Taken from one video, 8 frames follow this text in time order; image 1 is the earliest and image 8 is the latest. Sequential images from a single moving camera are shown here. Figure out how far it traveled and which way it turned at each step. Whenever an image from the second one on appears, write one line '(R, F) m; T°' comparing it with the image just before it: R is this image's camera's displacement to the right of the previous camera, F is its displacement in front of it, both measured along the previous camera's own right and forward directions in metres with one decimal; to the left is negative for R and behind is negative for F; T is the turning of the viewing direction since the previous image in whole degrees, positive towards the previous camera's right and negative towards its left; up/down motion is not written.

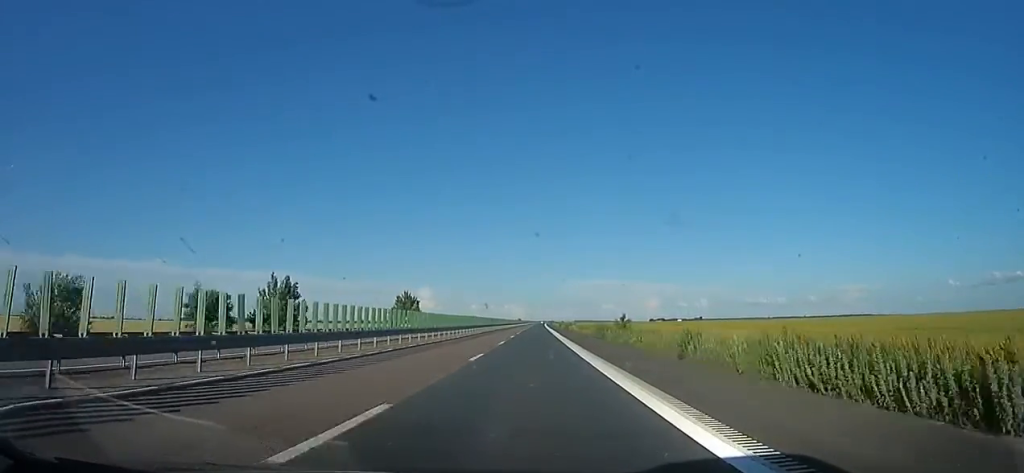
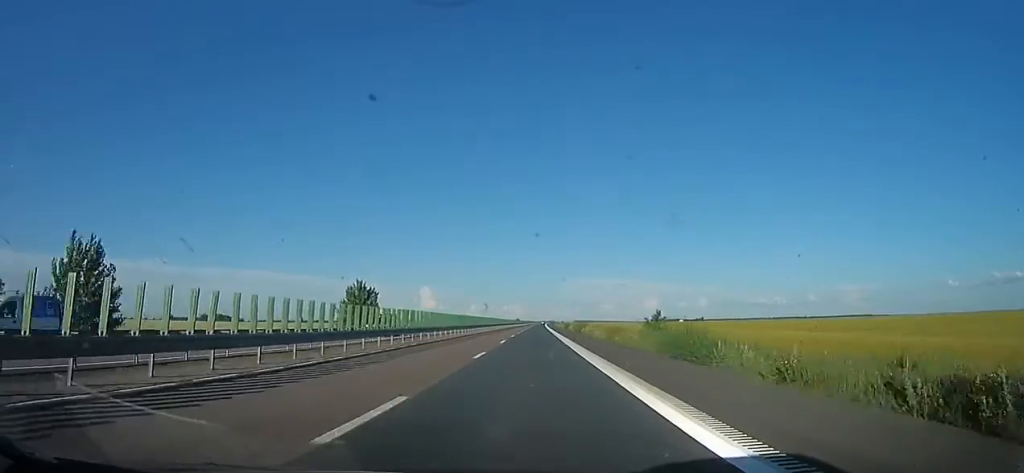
(0.0, +23.6) m; 0°
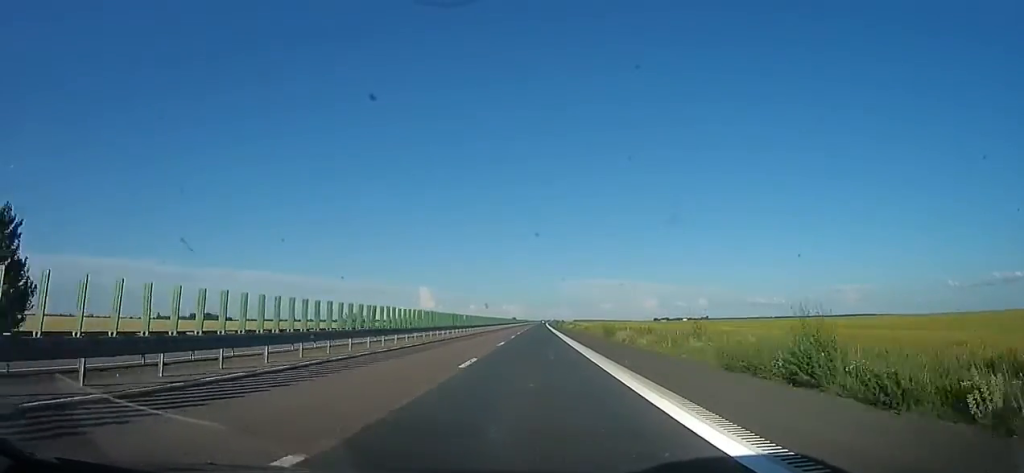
(-1.6, +51.8) m; -2°
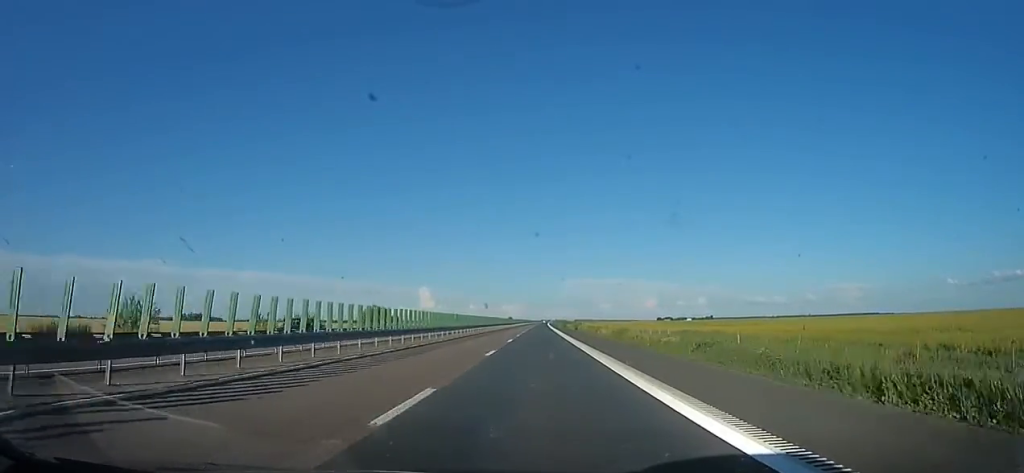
(+0.8, +43.3) m; +2°
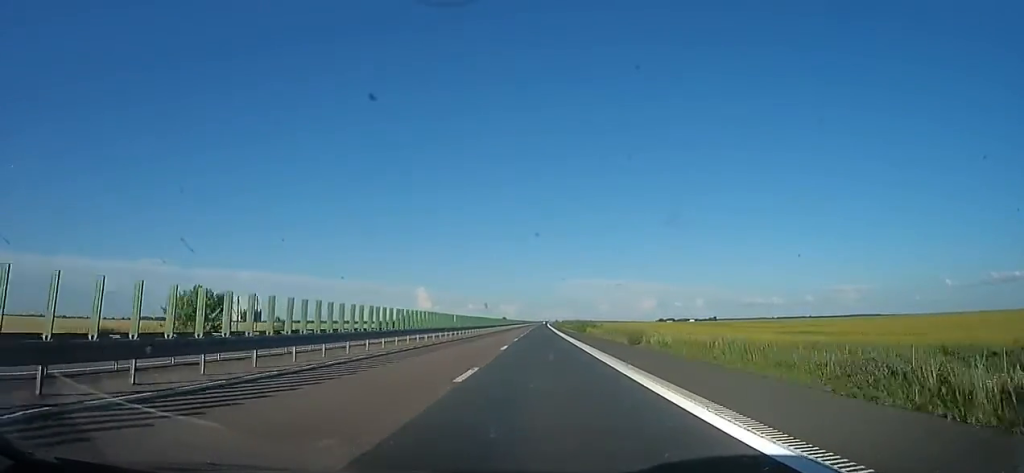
(+0.2, +43.0) m; 0°
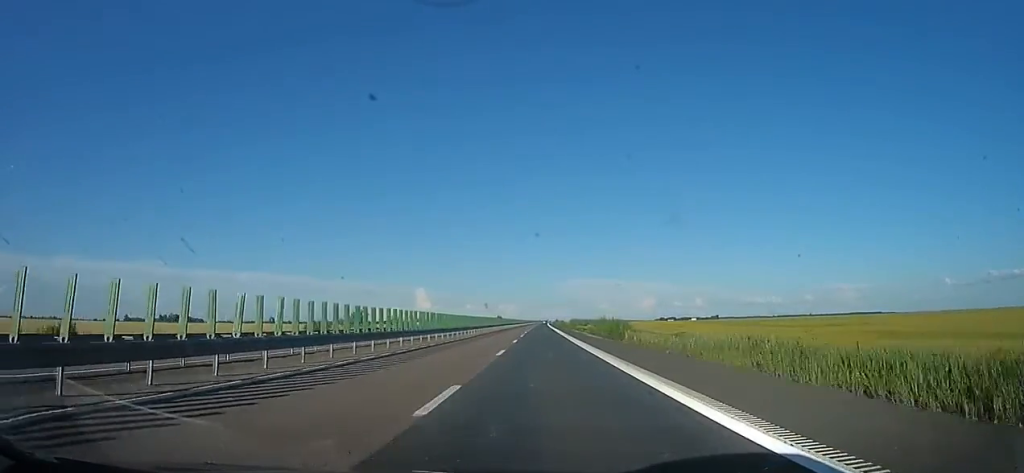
(+0.1, +27.4) m; 0°
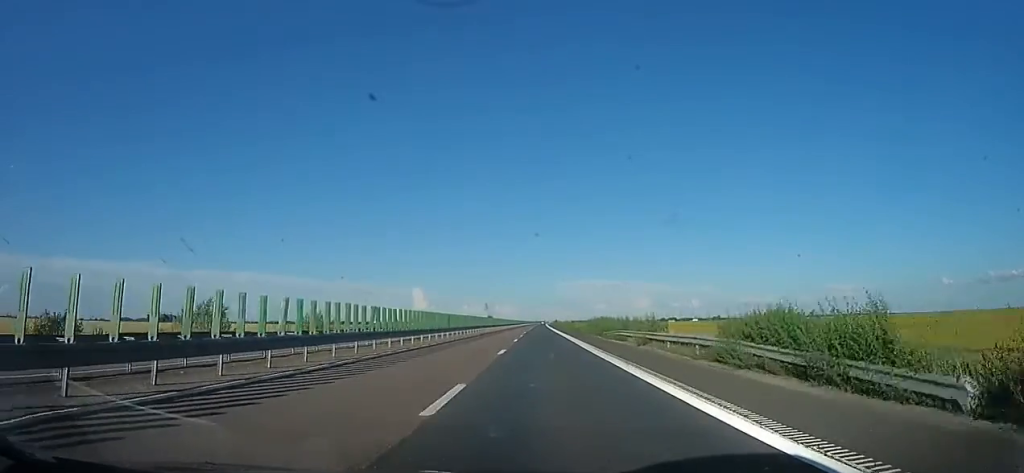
(0.0, +35.8) m; 0°
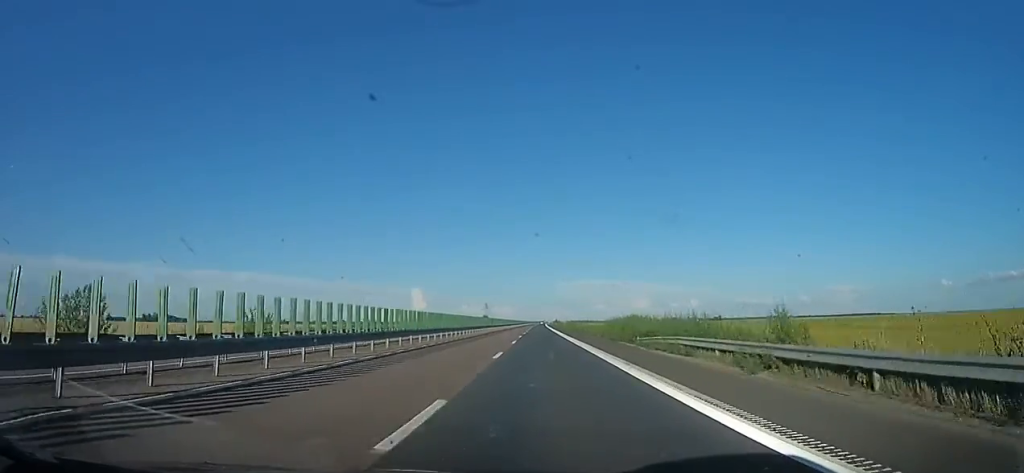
(0.0, +14.1) m; 0°
